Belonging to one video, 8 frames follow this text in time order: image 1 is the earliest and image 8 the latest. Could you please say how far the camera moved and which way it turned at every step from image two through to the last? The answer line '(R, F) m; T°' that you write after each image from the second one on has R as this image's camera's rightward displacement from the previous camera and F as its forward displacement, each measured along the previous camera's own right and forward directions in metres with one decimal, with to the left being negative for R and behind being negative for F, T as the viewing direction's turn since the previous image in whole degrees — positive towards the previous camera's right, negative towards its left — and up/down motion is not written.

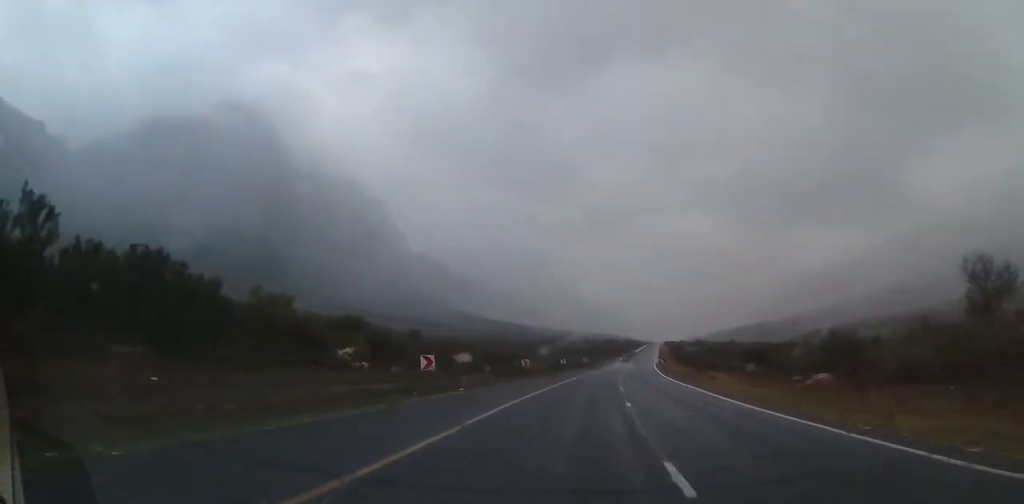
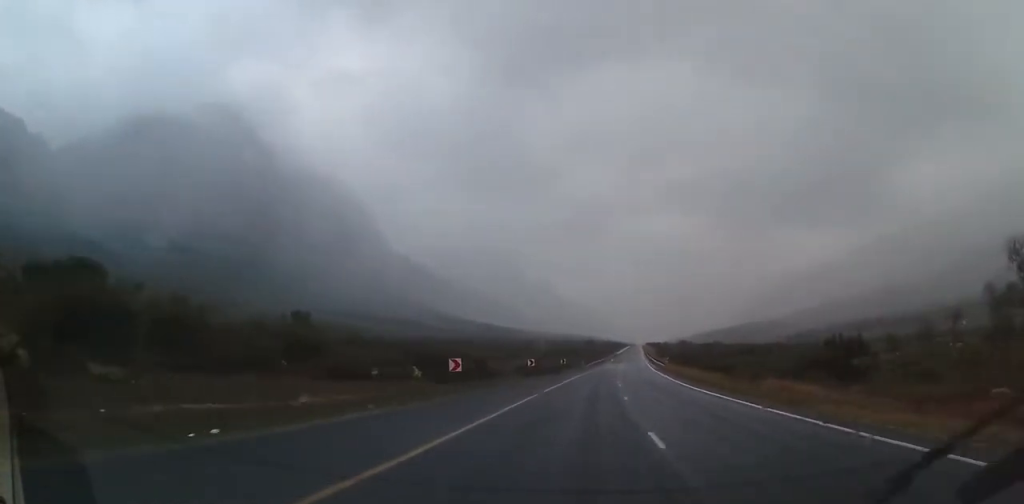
(+0.2, +20.4) m; +2°
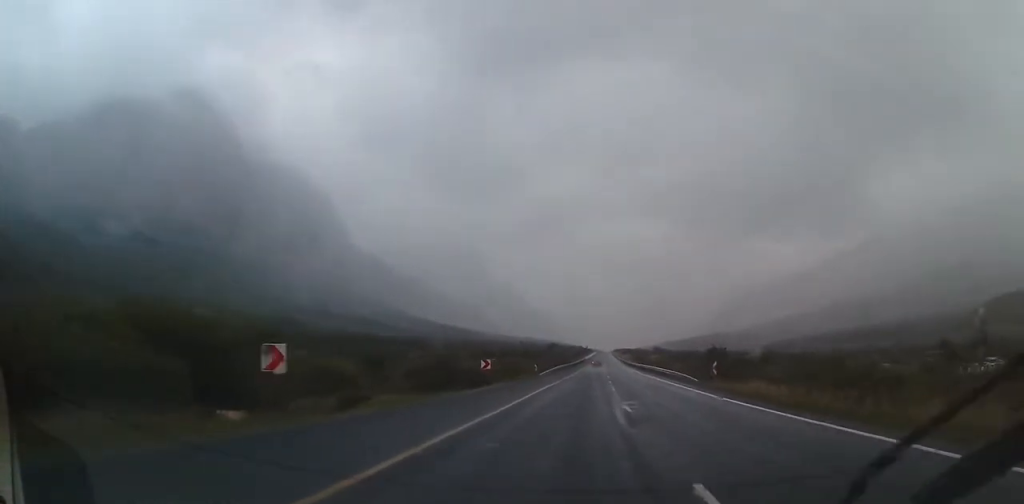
(+1.4, +40.9) m; +3°
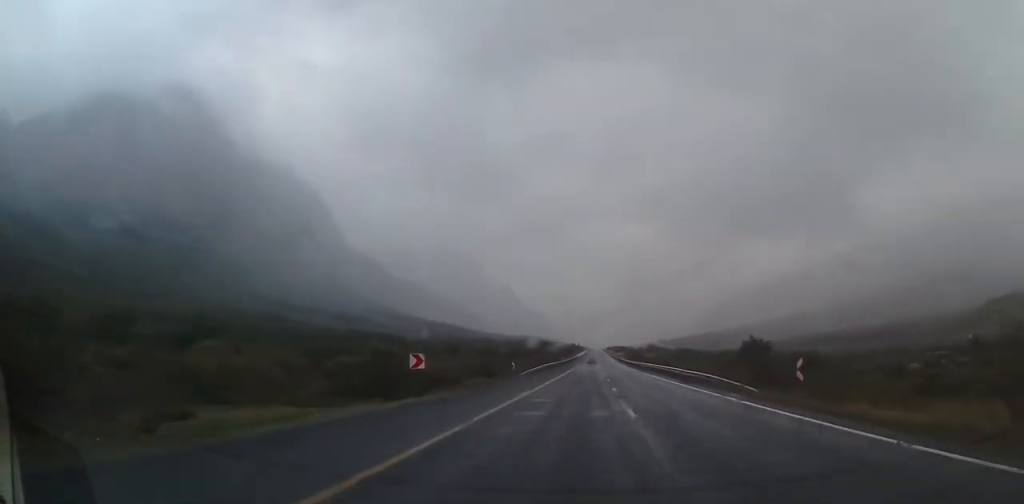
(-0.1, +14.3) m; +1°
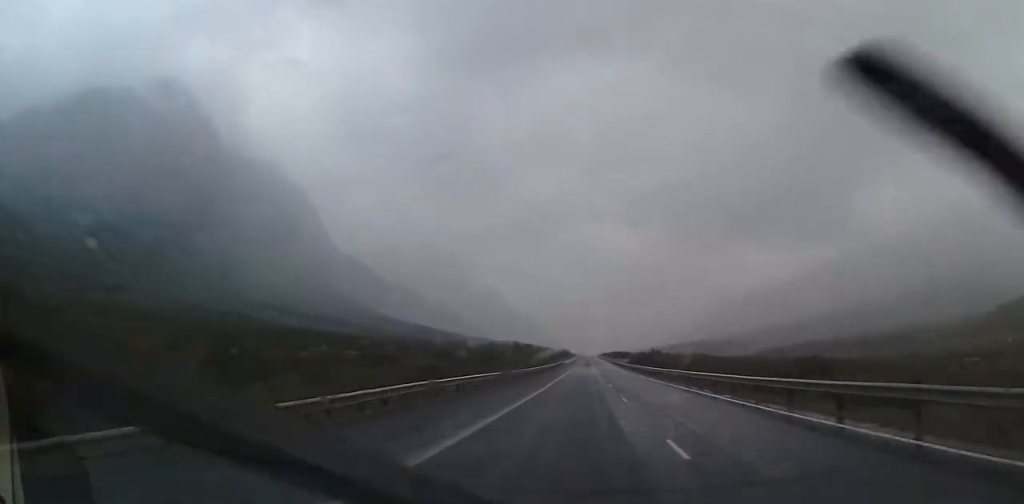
(+1.3, +53.9) m; +1°
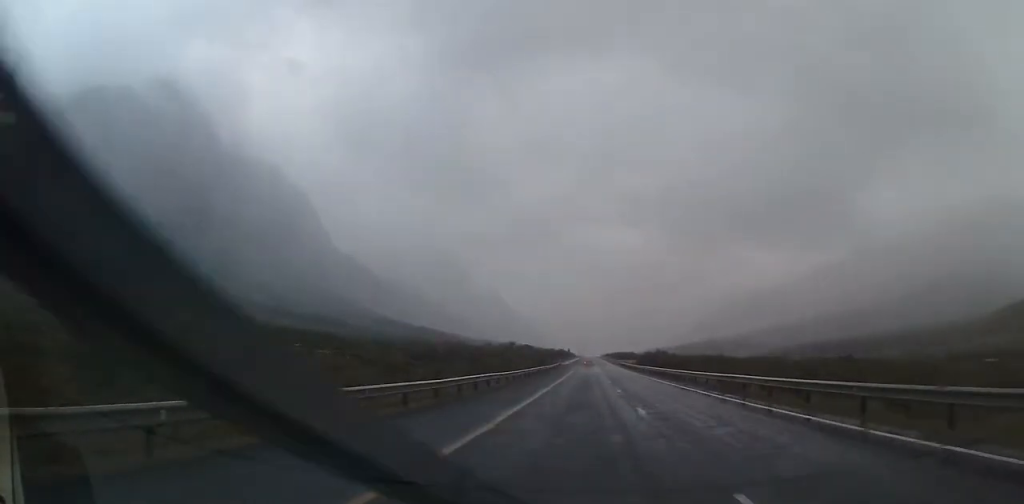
(0.0, +16.3) m; 0°
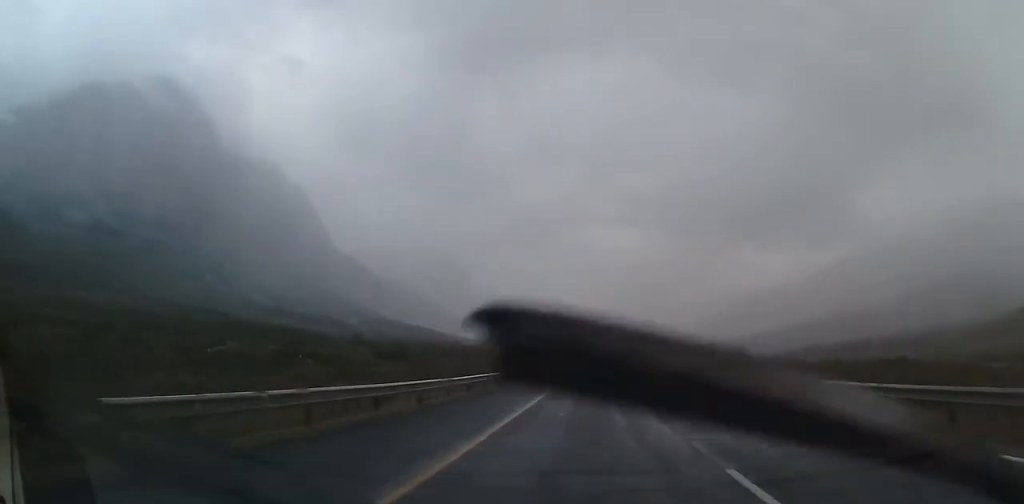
(0.0, +22.4) m; 0°
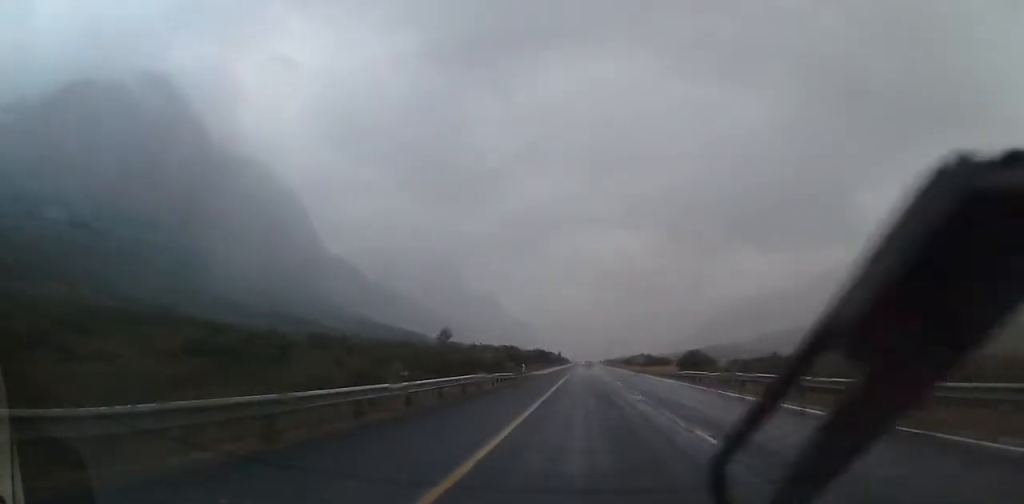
(+0.3, +54.9) m; 0°
